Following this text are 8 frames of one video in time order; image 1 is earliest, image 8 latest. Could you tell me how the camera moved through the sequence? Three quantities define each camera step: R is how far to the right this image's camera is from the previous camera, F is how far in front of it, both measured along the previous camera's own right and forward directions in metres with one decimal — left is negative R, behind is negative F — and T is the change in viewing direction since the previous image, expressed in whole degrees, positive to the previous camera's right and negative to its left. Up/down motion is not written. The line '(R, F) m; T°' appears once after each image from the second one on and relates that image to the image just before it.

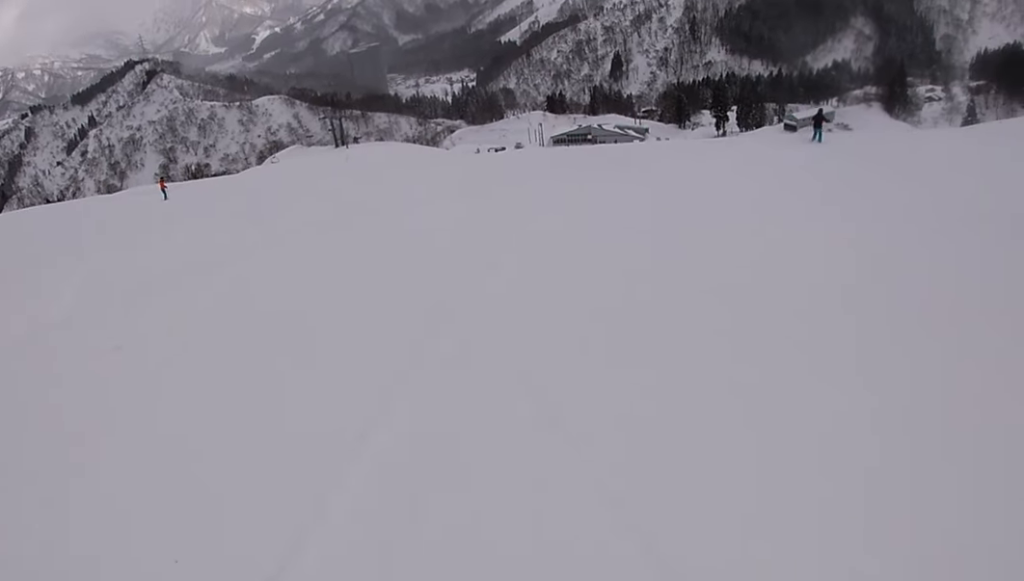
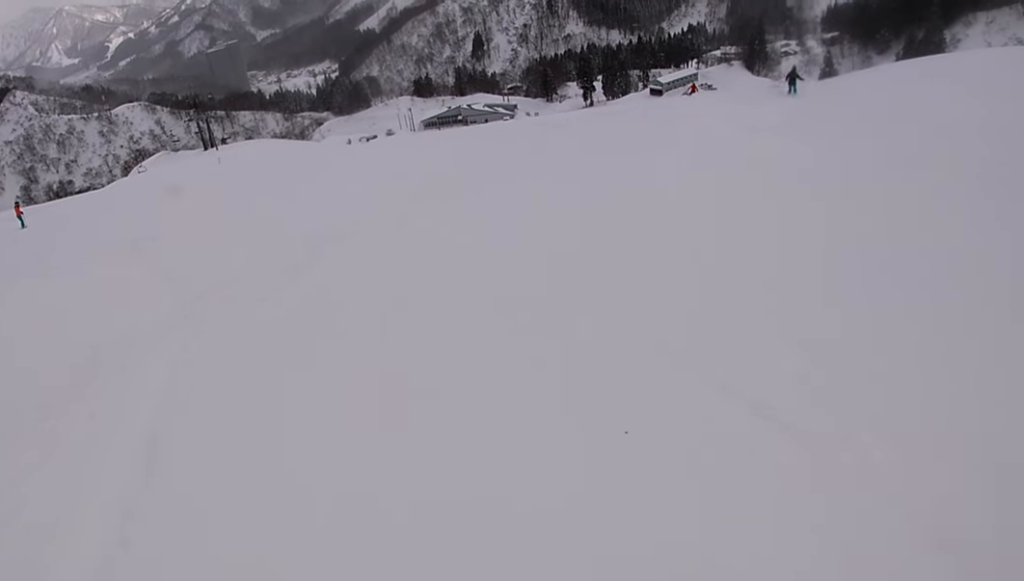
(+0.3, +5.7) m; +15°
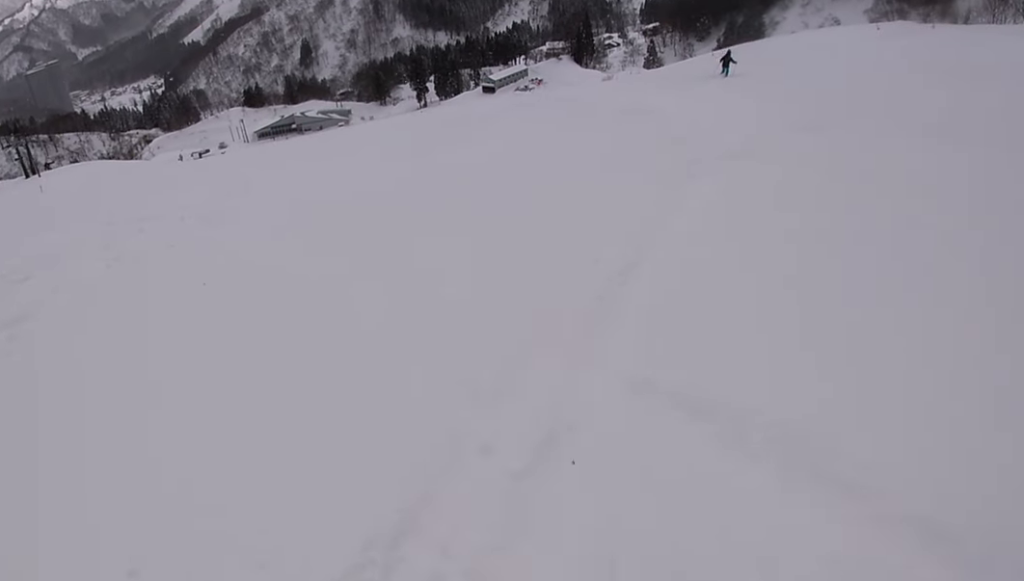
(+1.4, +6.5) m; +18°
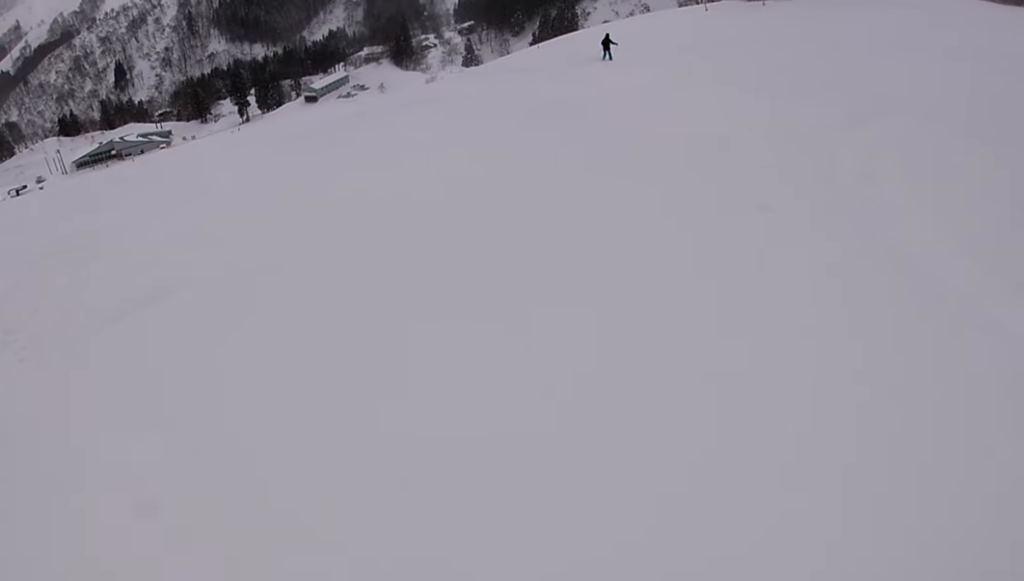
(+0.3, +4.2) m; +8°
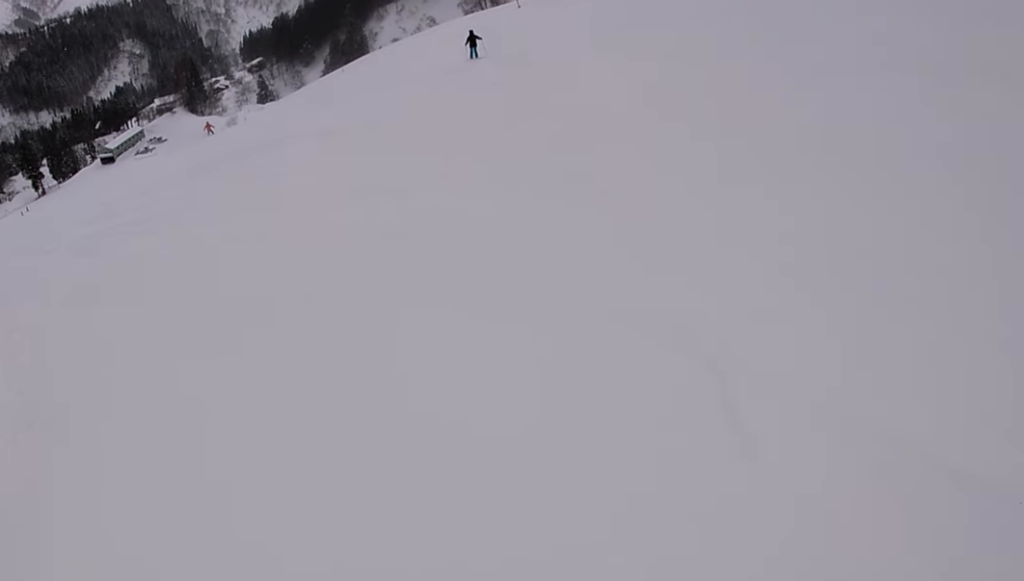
(+0.9, +7.7) m; +16°
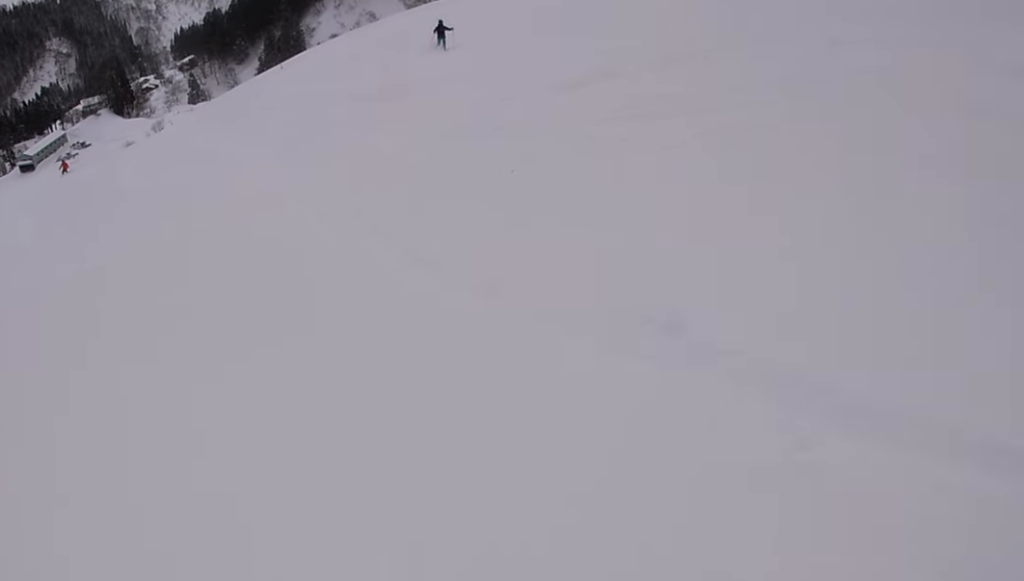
(+2.9, +14.1) m; +15°
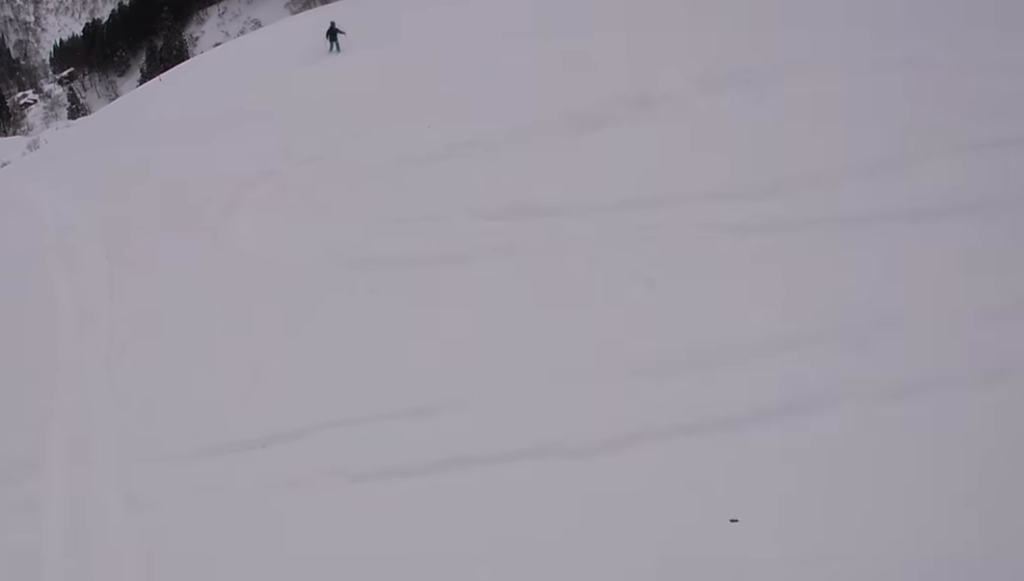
(0.0, +4.6) m; +4°
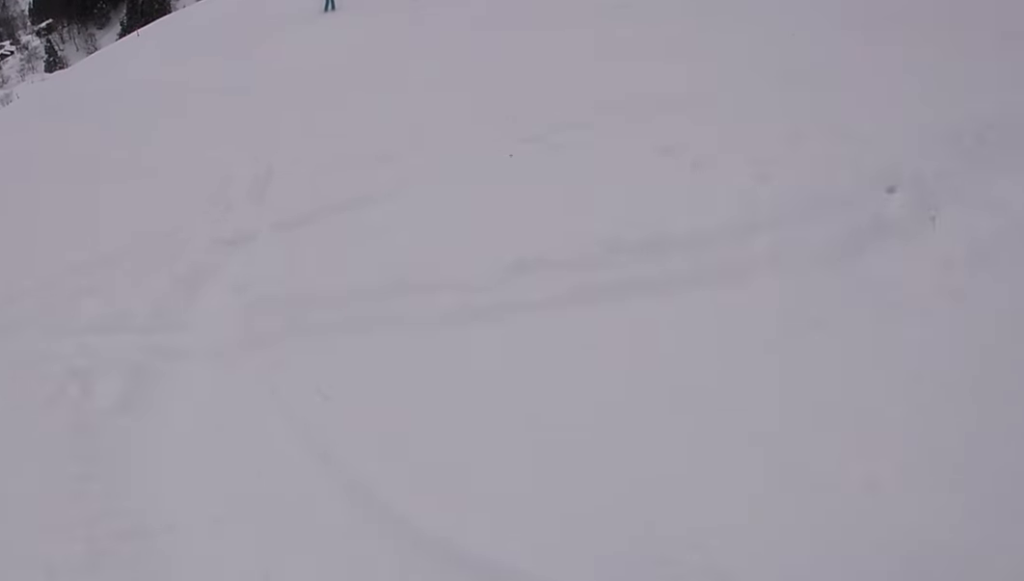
(-0.2, +3.4) m; +5°
